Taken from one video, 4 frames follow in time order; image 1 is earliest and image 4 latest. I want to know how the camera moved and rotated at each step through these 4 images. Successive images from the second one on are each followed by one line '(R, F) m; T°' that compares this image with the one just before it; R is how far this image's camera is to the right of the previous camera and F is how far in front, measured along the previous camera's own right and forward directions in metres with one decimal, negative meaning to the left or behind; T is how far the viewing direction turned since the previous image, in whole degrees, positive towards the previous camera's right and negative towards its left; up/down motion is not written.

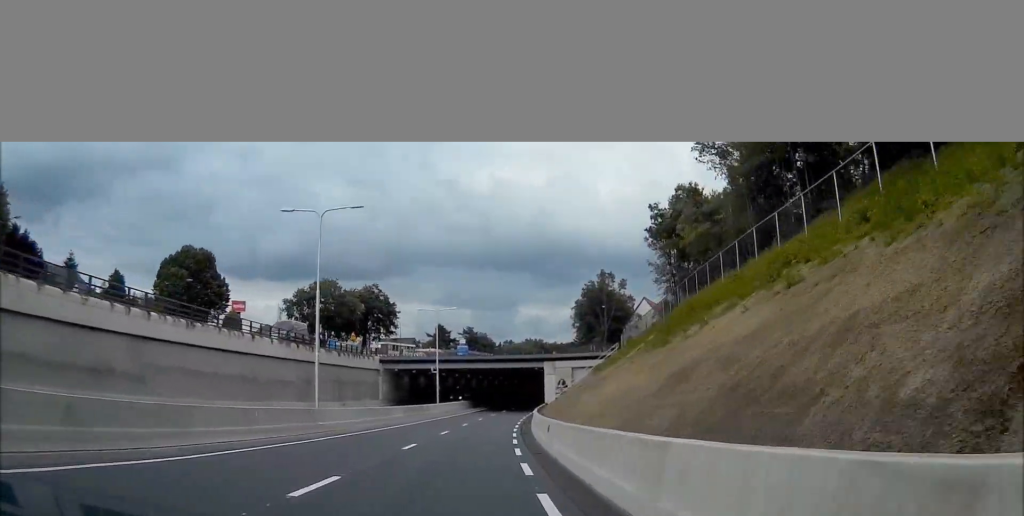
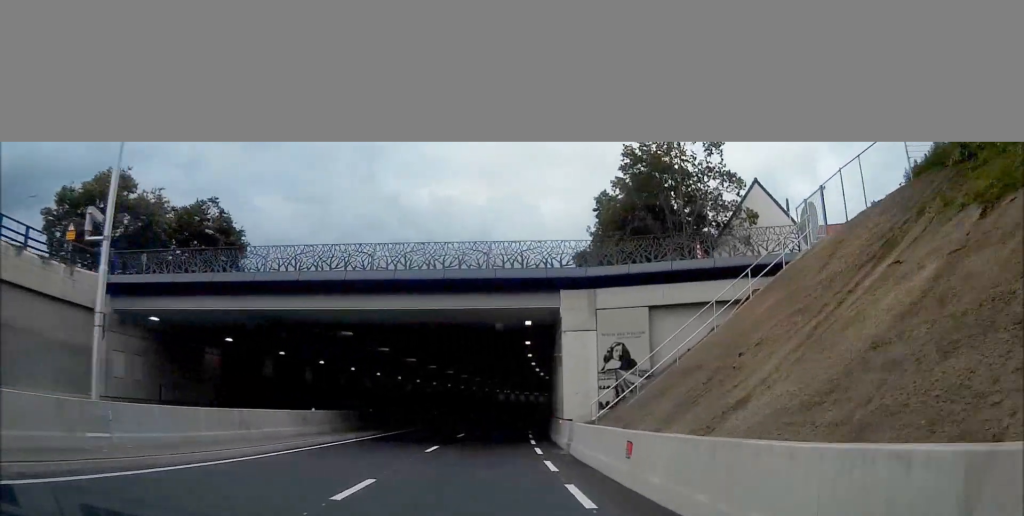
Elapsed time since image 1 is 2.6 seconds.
(+1.8, +59.9) m; +4°
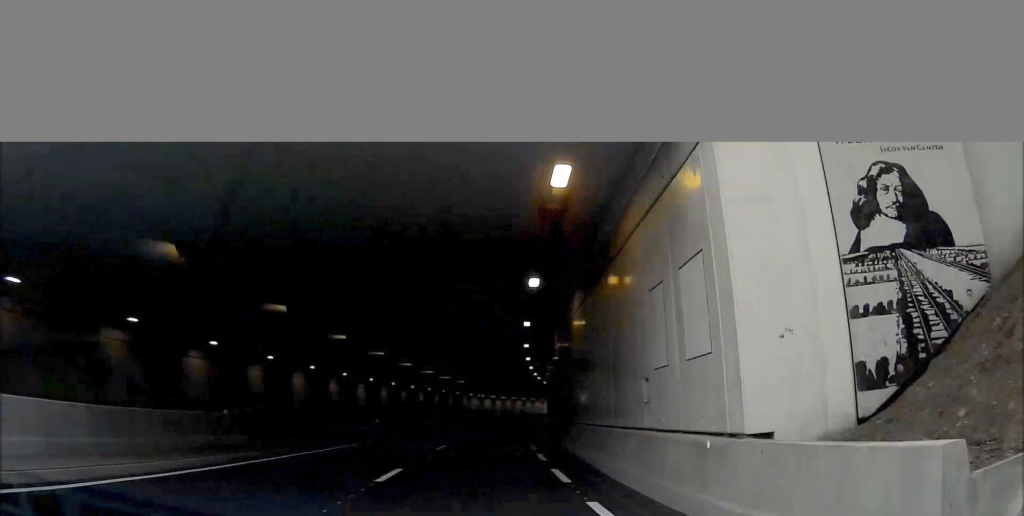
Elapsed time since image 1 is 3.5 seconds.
(+0.3, +20.9) m; +2°
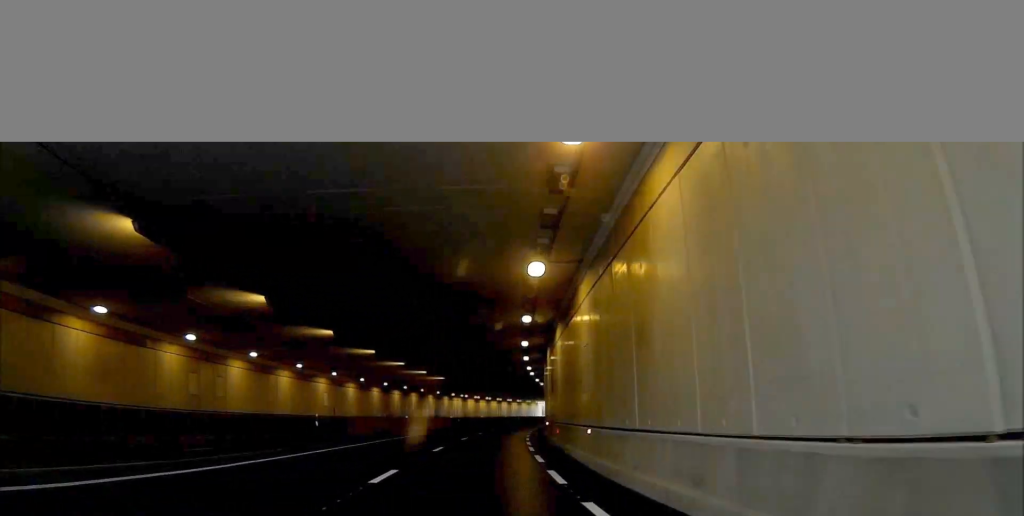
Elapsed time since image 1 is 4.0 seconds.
(+0.1, +12.3) m; +1°
